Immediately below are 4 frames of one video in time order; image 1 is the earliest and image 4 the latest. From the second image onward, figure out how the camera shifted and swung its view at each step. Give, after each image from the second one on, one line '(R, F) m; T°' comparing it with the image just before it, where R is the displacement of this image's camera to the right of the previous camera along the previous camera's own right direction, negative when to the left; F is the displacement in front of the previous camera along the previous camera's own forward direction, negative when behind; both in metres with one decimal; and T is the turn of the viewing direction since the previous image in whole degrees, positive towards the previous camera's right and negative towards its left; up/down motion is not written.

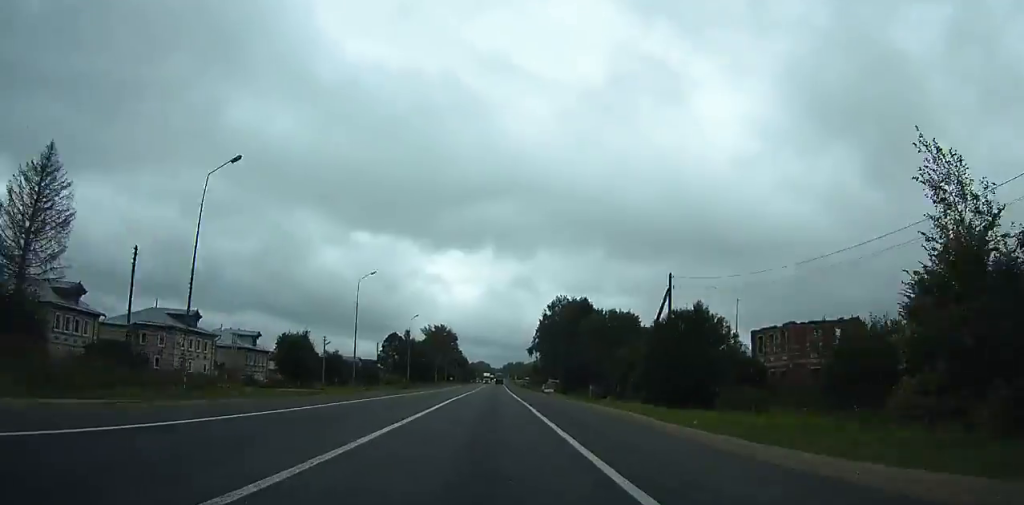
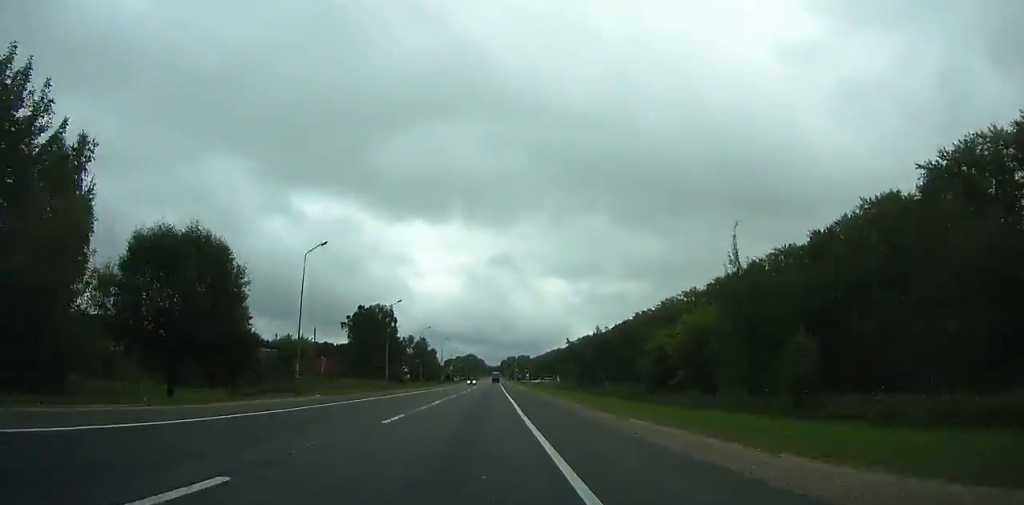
(+2.7, +295.0) m; +1°
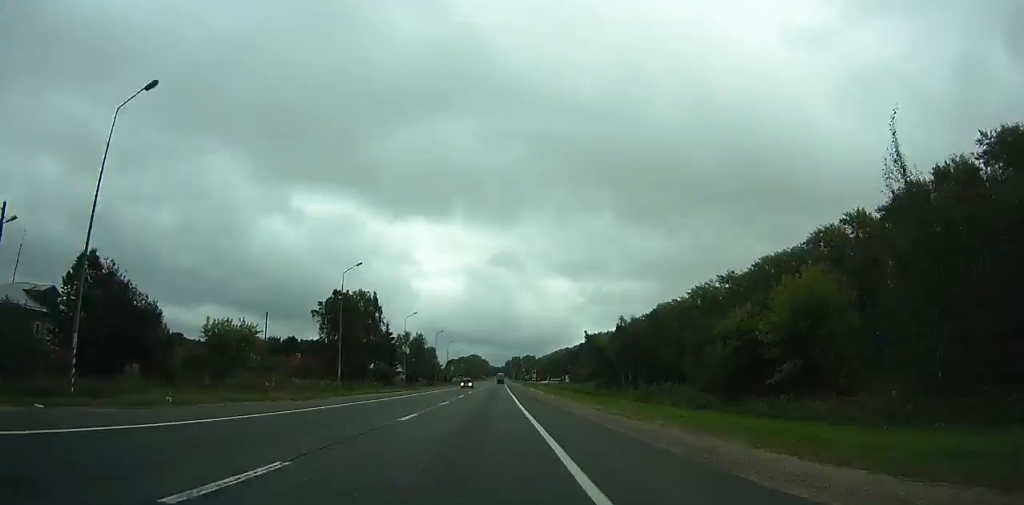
(+0.2, +22.9) m; 0°
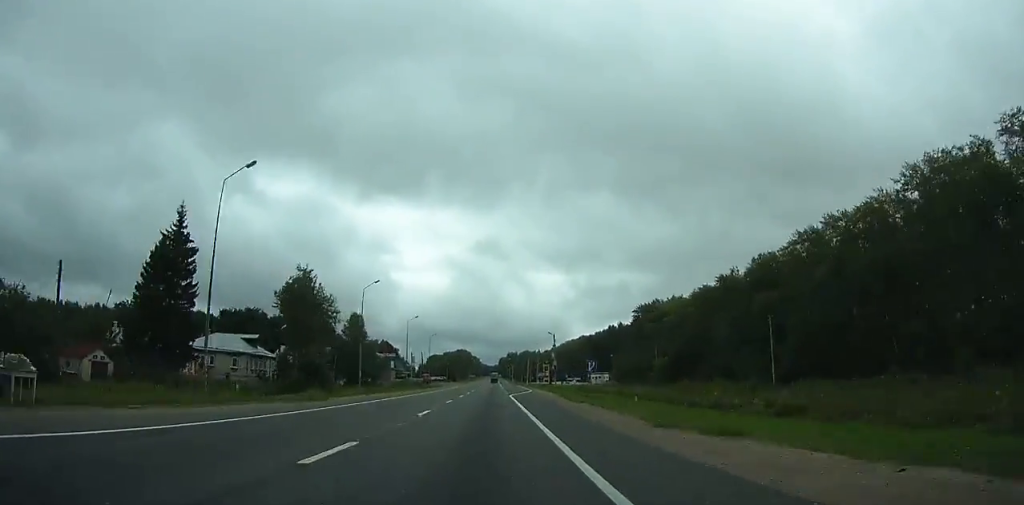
(-1.1, +117.0) m; -1°
